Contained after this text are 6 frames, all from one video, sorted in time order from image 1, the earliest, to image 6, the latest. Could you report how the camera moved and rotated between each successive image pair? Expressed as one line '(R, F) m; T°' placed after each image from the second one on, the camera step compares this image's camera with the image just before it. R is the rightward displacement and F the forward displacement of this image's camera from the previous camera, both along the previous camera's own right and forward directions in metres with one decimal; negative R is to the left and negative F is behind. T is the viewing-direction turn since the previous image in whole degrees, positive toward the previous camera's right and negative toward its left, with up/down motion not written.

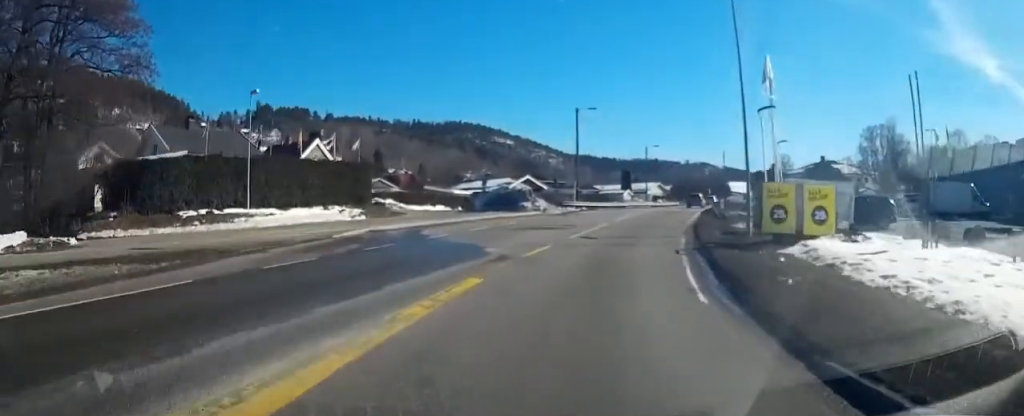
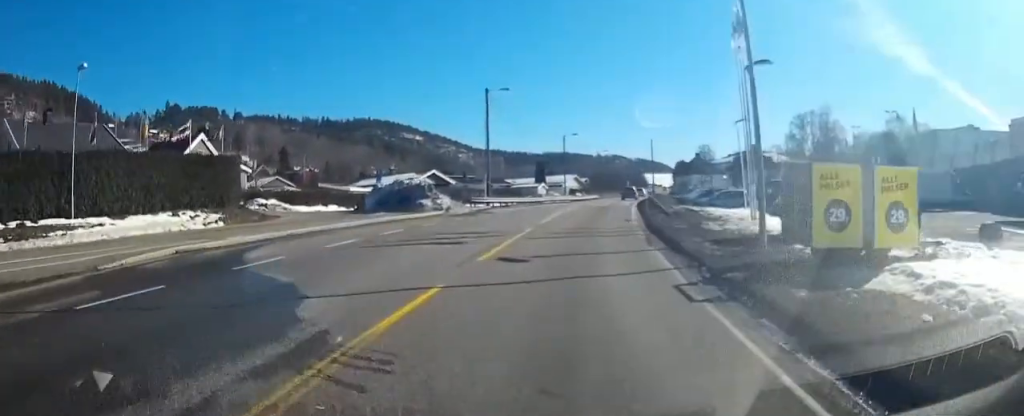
(+0.6, +7.4) m; +9°
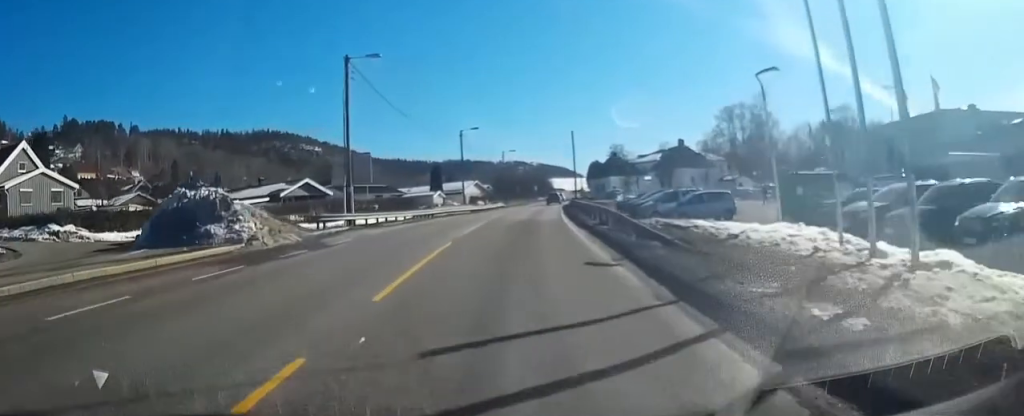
(+1.7, +16.0) m; +10°
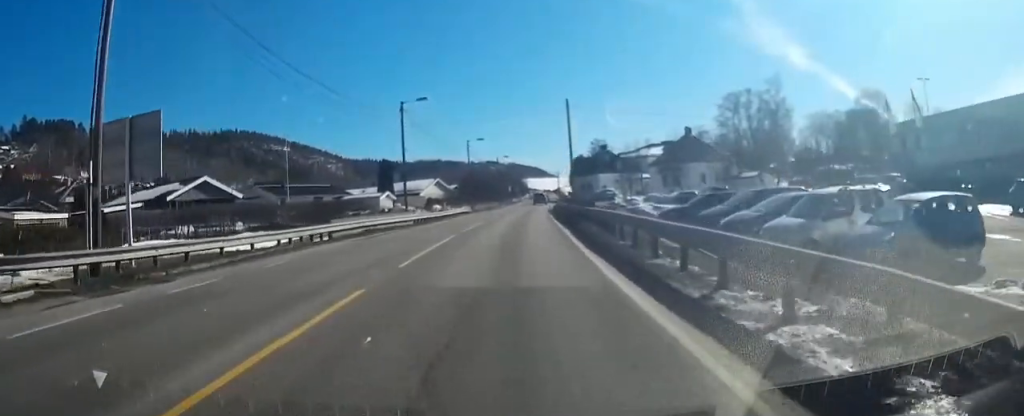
(+1.0, +20.9) m; +3°
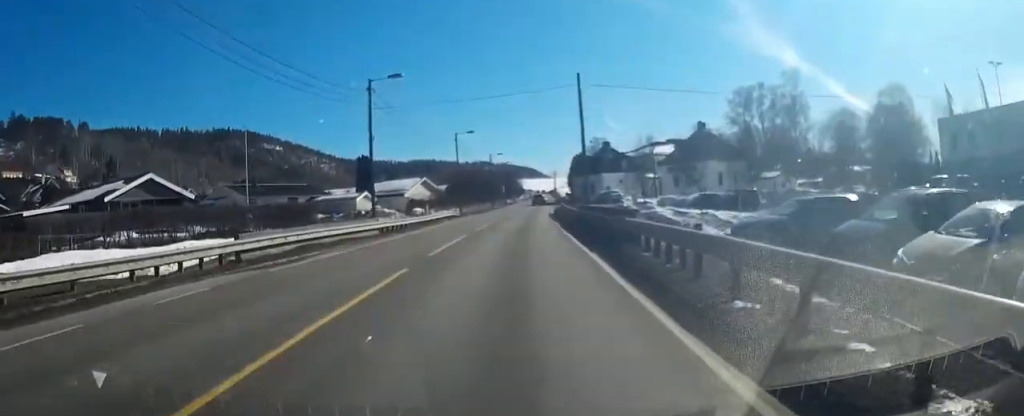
(0.0, +8.9) m; 0°
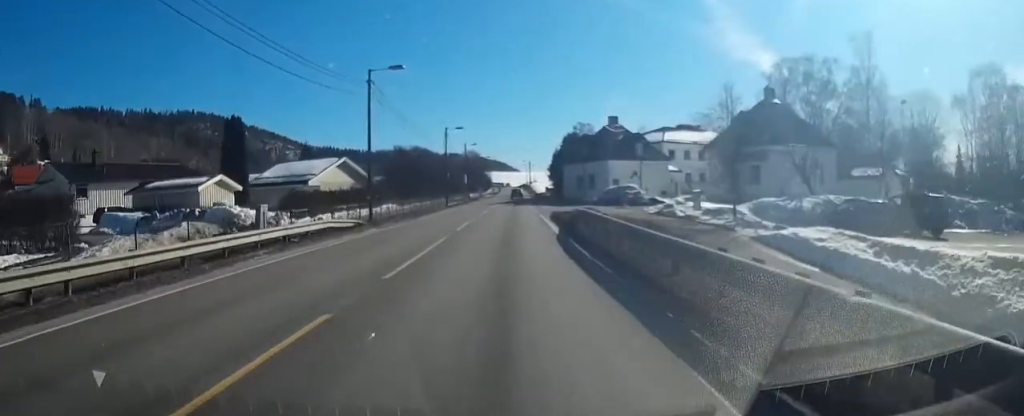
(+0.7, +28.9) m; +2°
